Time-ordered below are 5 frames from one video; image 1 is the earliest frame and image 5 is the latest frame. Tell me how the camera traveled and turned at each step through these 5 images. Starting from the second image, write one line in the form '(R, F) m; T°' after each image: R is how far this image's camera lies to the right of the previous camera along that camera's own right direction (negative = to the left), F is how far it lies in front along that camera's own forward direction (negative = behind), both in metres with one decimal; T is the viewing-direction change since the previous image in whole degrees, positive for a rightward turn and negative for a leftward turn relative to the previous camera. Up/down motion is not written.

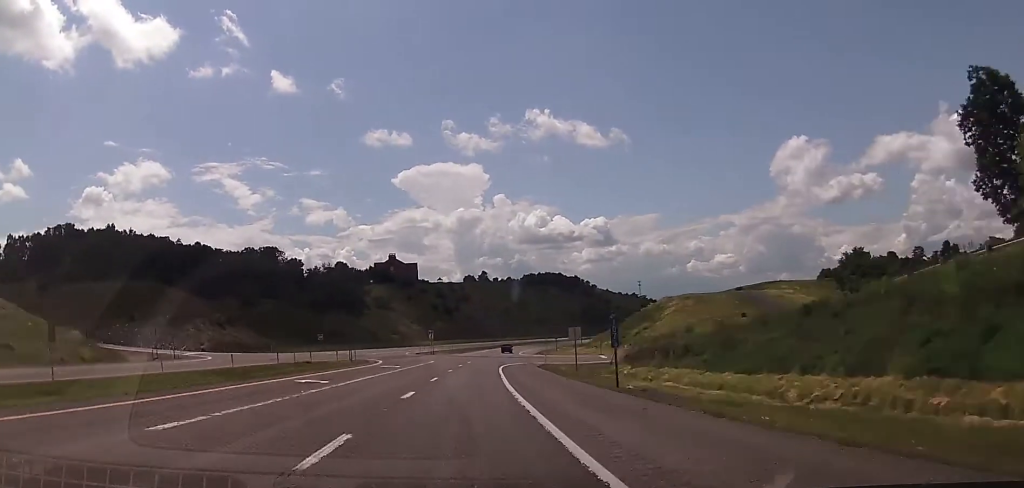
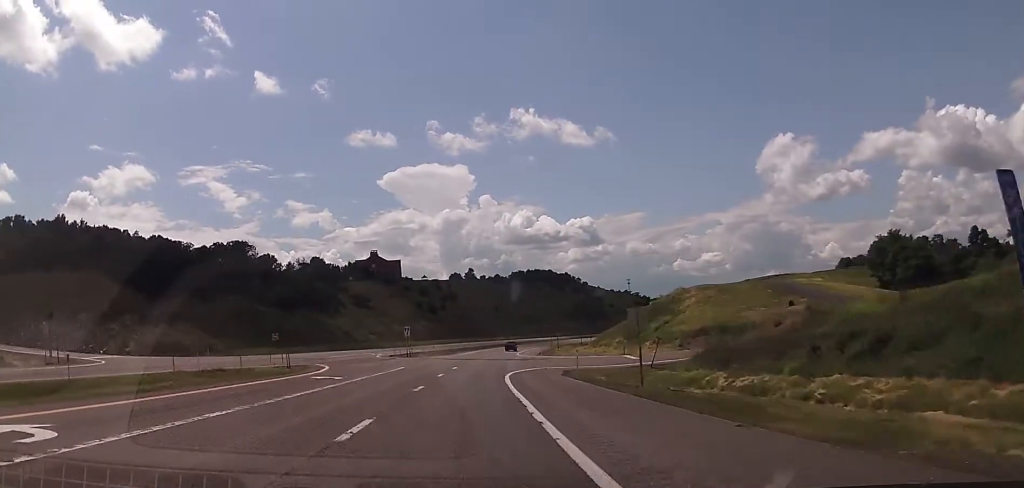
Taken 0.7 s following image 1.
(+0.3, +22.2) m; 0°
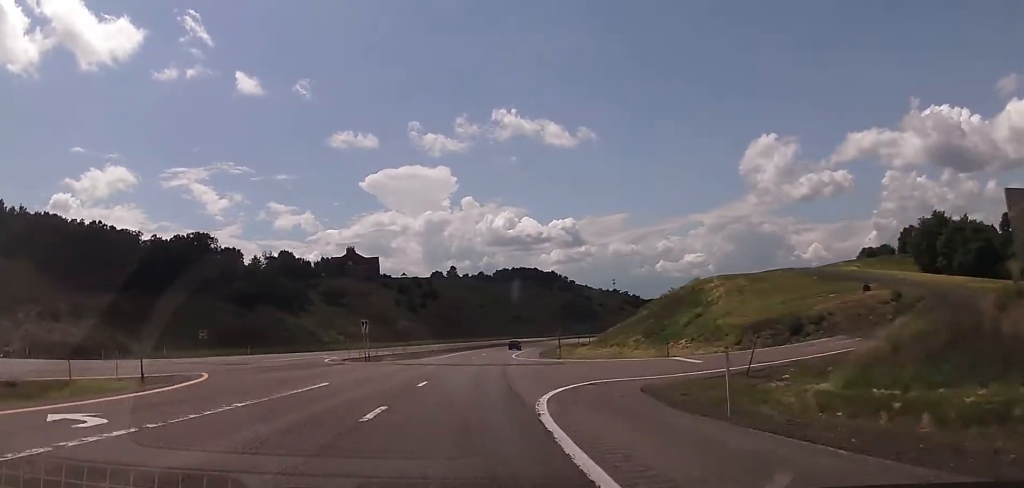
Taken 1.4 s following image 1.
(-0.3, +22.7) m; +1°
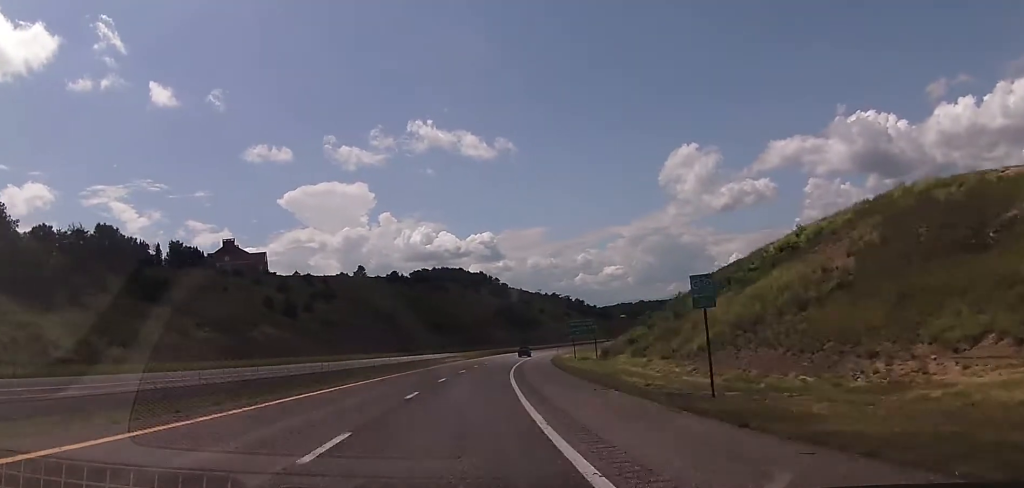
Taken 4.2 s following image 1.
(+4.5, +83.1) m; +6°
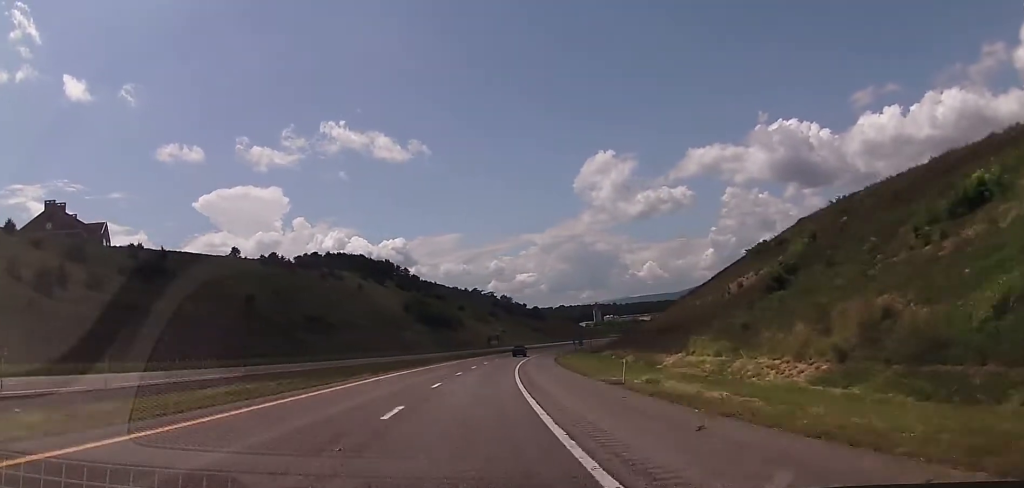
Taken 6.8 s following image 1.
(+6.1, +79.4) m; +9°
